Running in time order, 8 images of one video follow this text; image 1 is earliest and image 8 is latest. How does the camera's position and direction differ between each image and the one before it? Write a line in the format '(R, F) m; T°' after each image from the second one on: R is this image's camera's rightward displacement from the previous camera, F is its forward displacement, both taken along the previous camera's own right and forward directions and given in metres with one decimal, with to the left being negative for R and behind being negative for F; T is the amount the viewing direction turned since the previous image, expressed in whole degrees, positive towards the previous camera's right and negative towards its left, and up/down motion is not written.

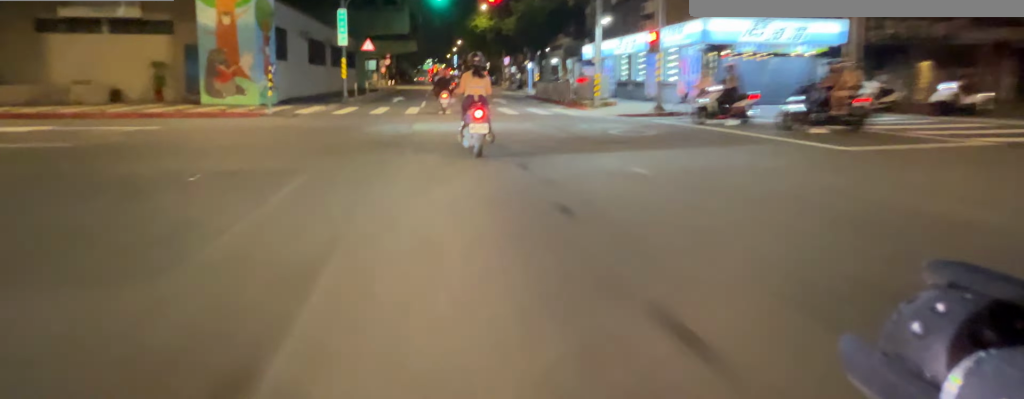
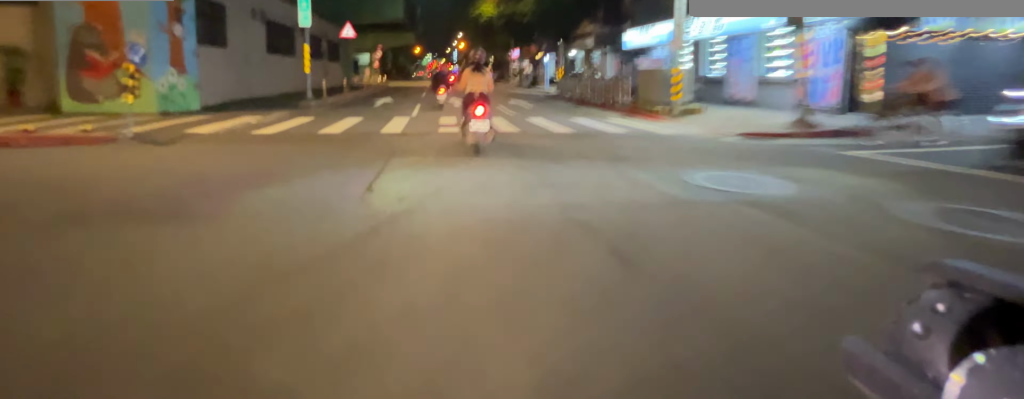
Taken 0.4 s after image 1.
(-0.1, +6.8) m; +1°
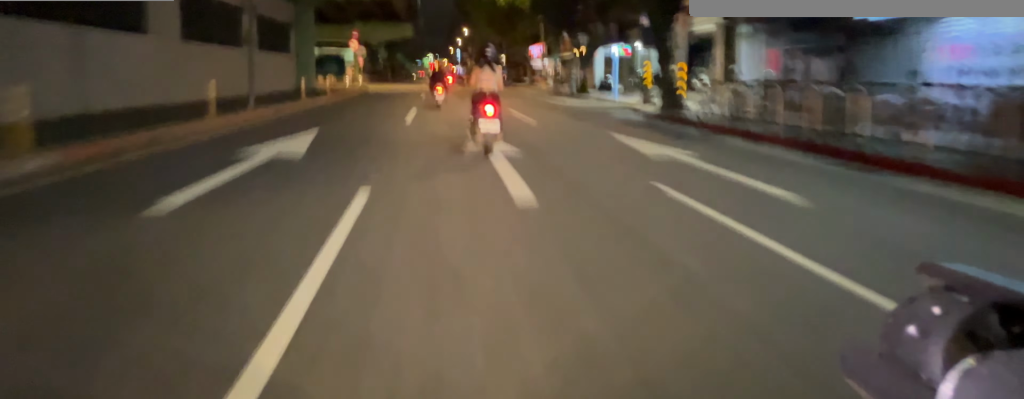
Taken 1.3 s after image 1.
(+0.2, +13.3) m; +1°
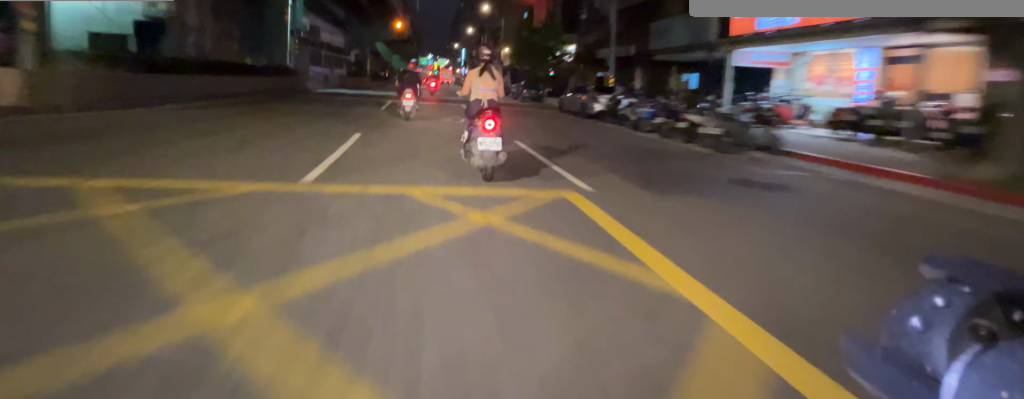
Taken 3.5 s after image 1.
(-0.3, +36.5) m; -2°
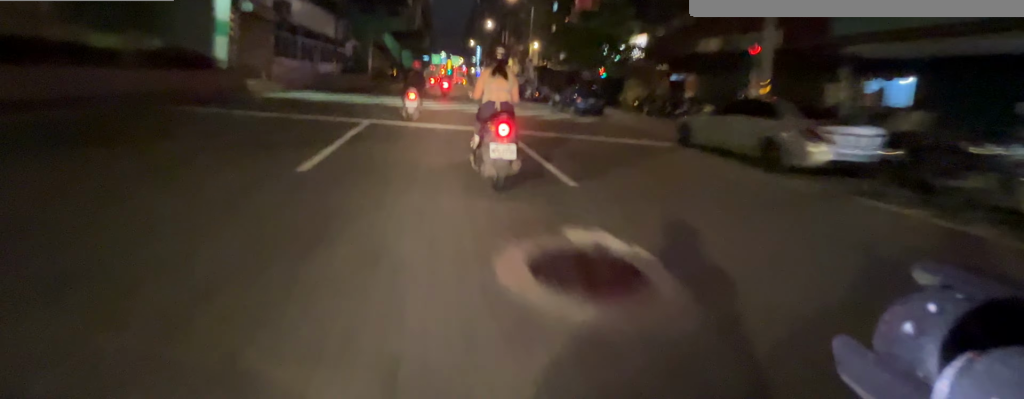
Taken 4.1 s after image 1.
(0.0, +9.5) m; 0°
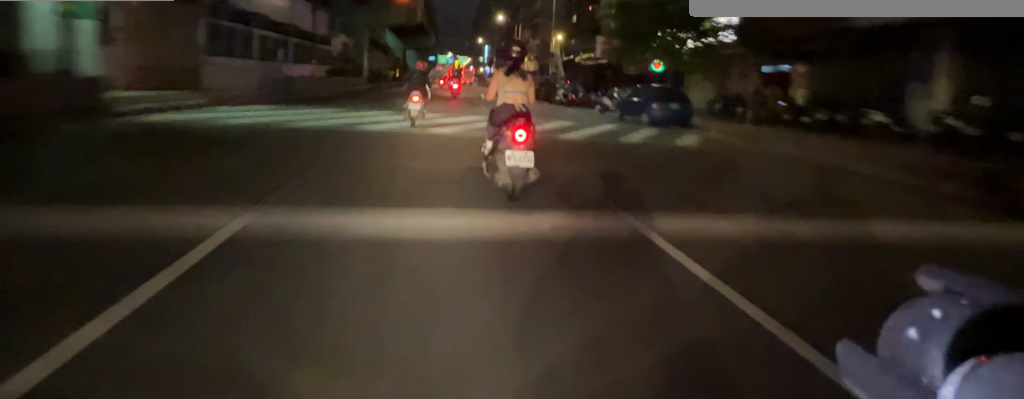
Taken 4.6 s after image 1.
(0.0, +6.8) m; 0°
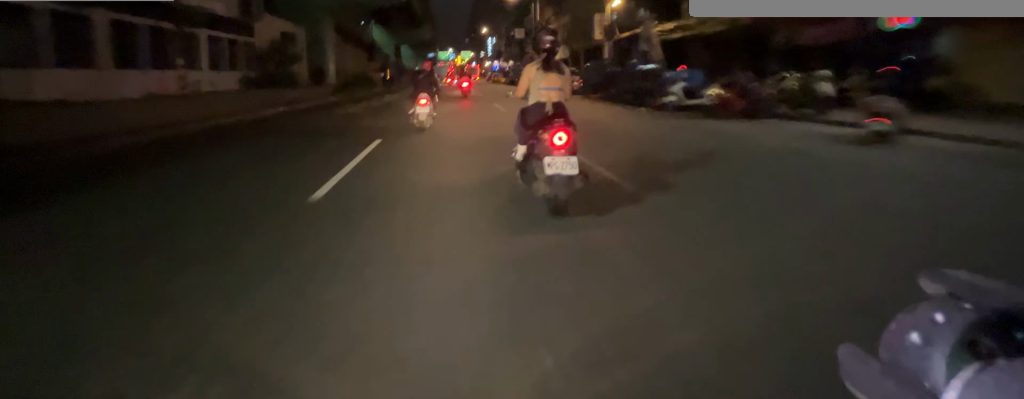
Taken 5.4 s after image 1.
(0.0, +11.8) m; 0°
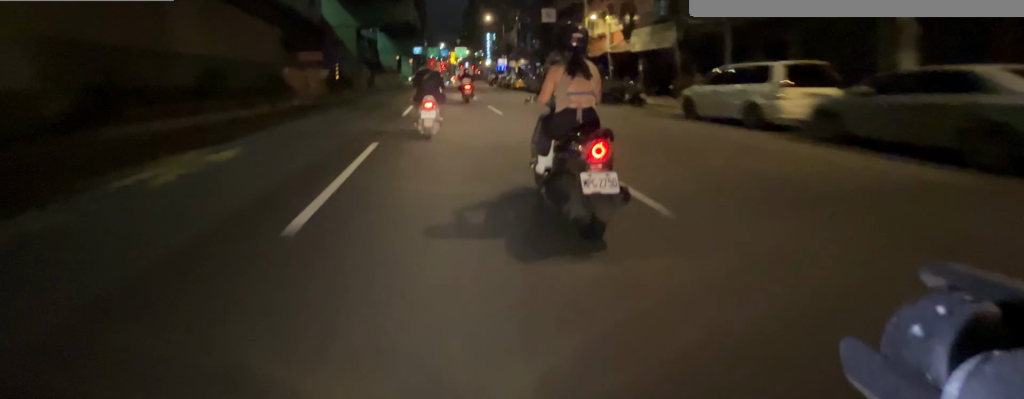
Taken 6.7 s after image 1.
(+0.1, +17.3) m; +1°
